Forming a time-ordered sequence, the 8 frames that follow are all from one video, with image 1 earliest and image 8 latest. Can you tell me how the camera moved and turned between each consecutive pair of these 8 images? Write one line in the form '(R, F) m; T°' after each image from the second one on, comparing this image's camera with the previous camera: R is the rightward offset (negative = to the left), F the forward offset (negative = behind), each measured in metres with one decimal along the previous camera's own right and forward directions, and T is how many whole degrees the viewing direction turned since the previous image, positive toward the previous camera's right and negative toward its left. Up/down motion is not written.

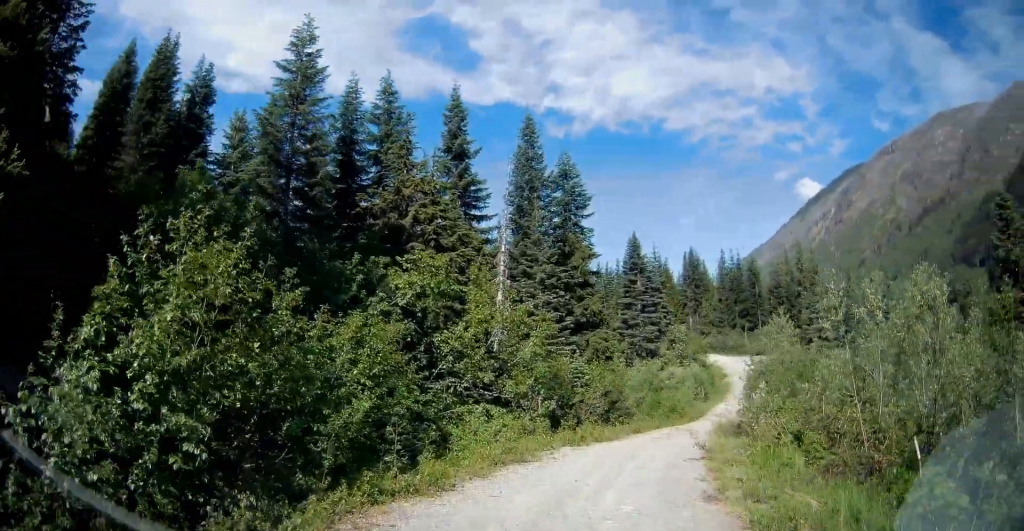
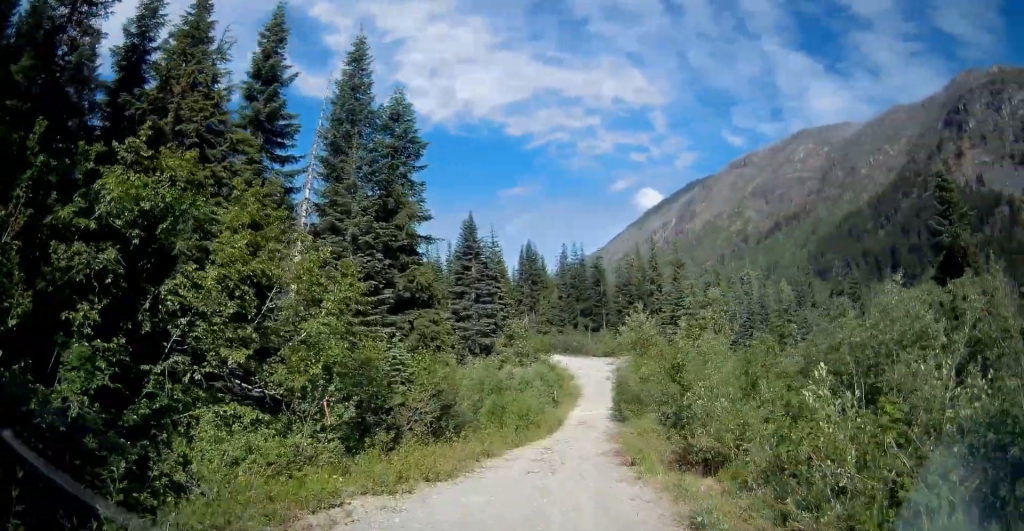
(+1.9, +7.5) m; +19°
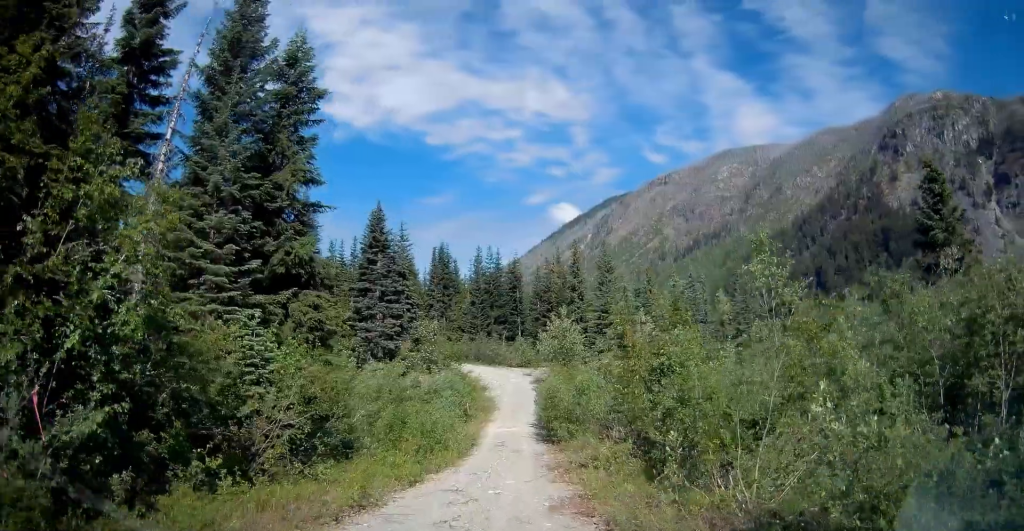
(+0.2, +5.8) m; +5°
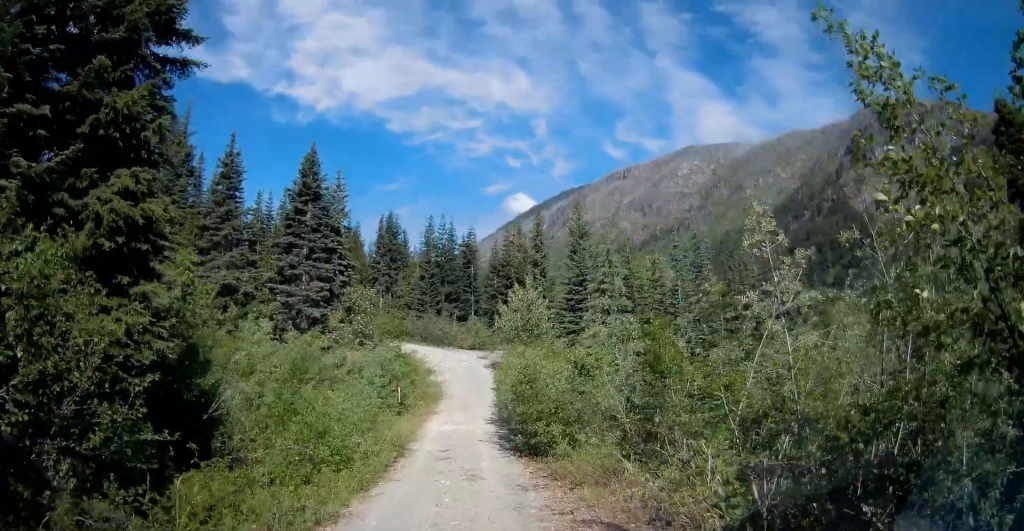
(+1.5, +9.0) m; +12°
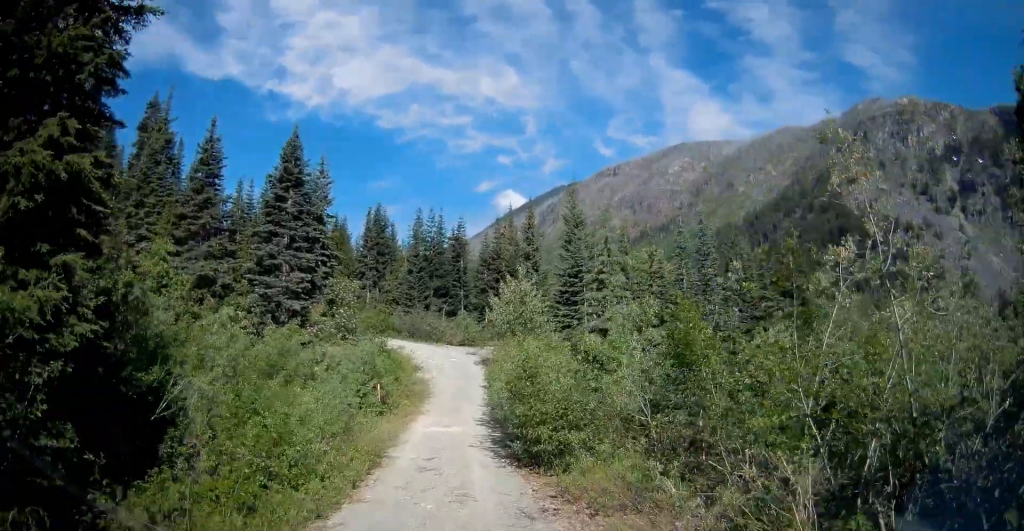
(+0.3, +2.3) m; -1°
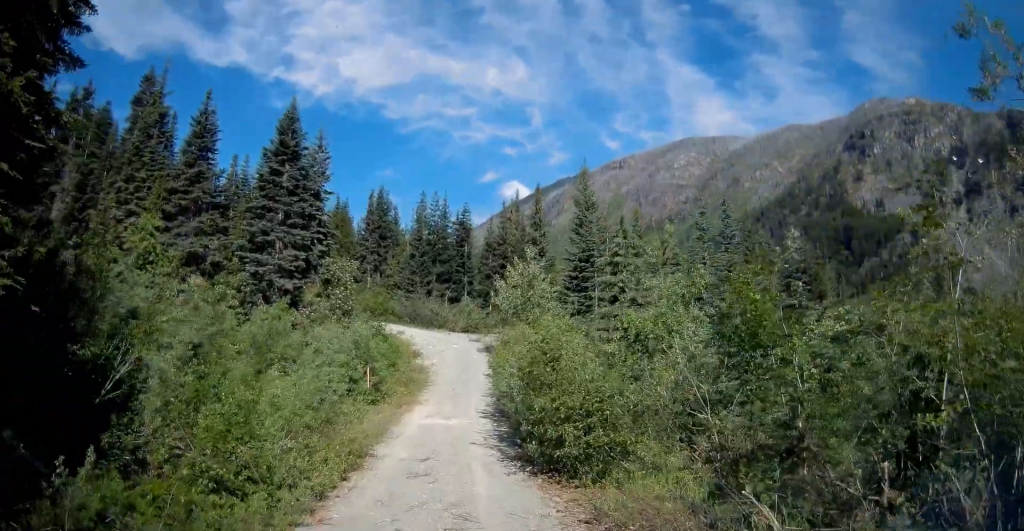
(-0.5, +2.3) m; -3°
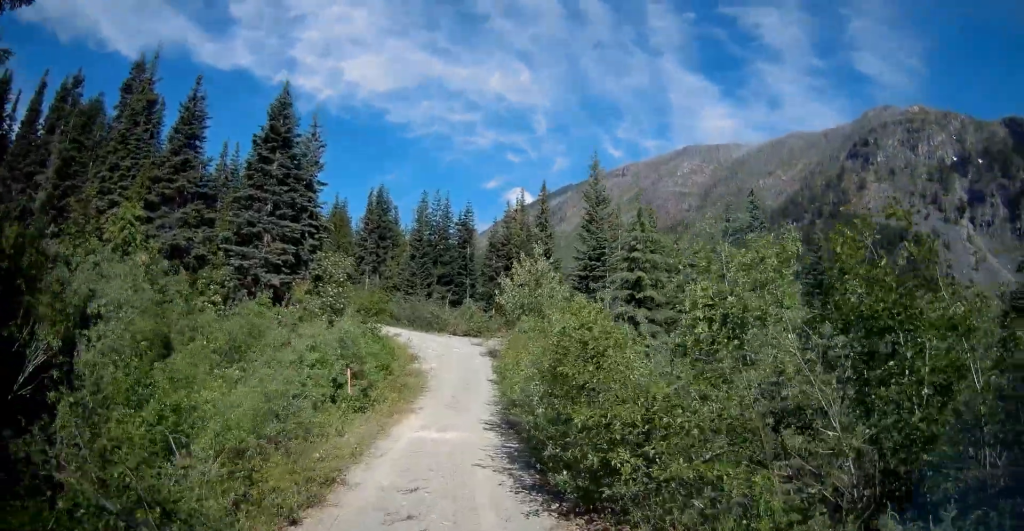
(-0.1, +2.8) m; -2°
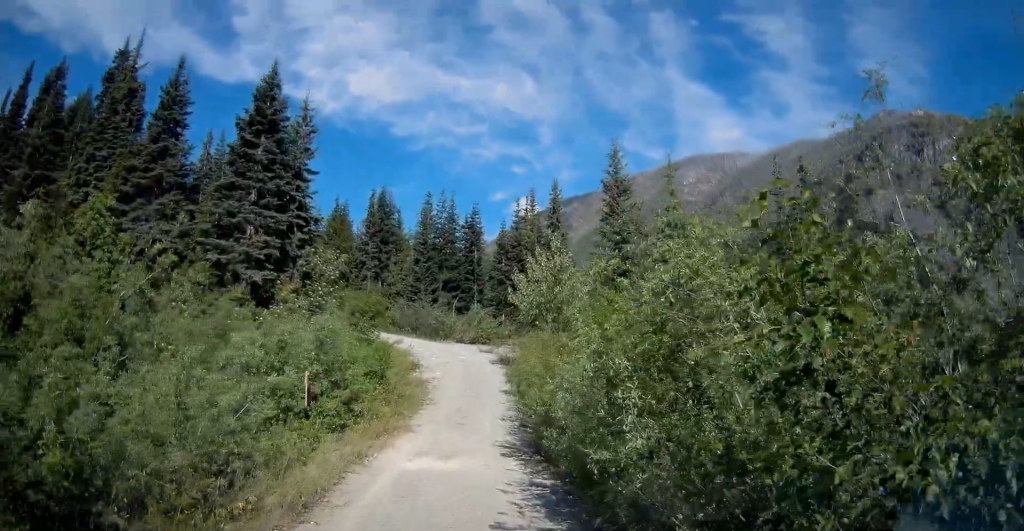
(+0.3, +3.9) m; 0°
